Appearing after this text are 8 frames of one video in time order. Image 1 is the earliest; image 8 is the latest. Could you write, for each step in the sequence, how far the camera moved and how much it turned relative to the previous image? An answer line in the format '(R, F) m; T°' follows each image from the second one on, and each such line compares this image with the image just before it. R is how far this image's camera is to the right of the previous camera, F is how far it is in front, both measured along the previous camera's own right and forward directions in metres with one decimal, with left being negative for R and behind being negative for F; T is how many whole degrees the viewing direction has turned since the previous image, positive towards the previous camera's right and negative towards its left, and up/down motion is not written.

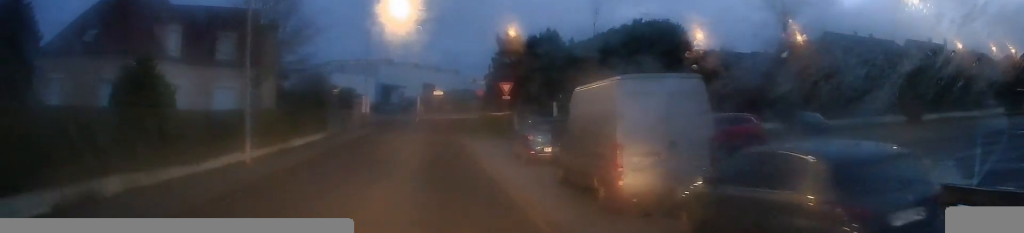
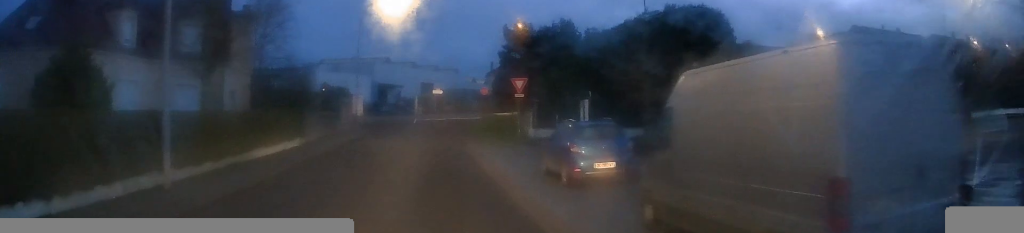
(-0.3, +5.9) m; -1°
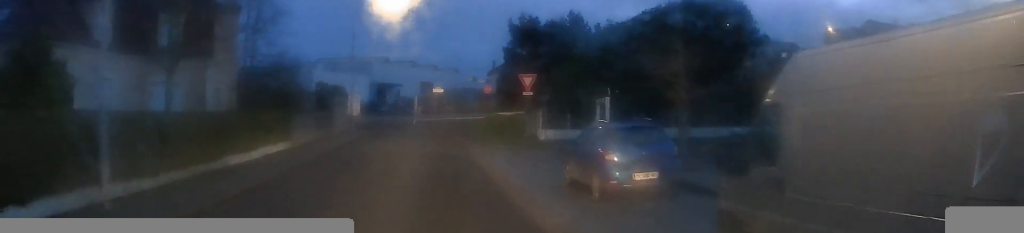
(0.0, +2.6) m; +2°
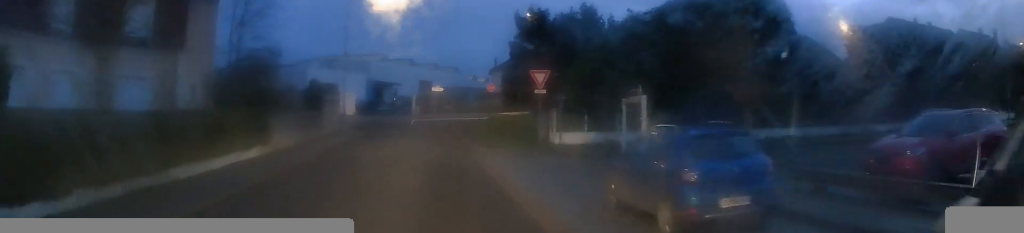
(+0.2, +3.5) m; +1°
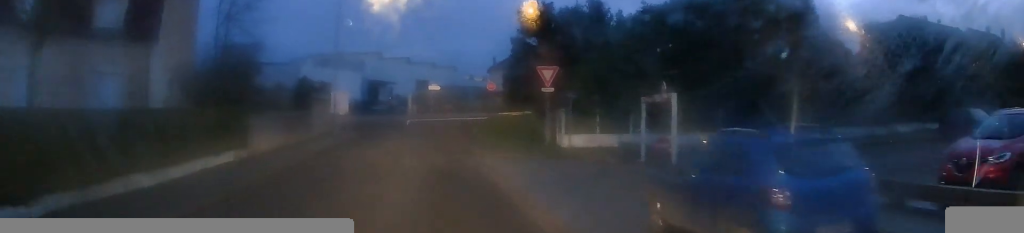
(-0.1, +2.4) m; -1°
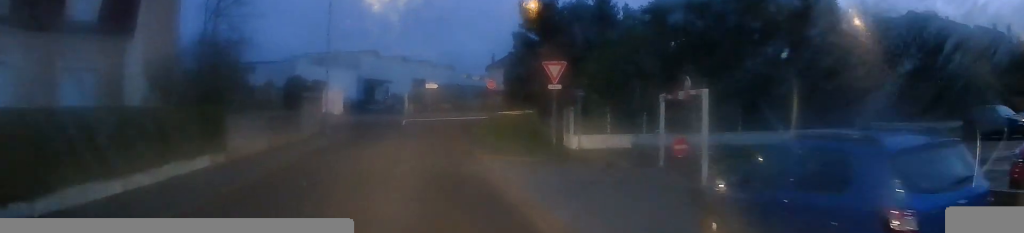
(0.0, +1.8) m; -1°
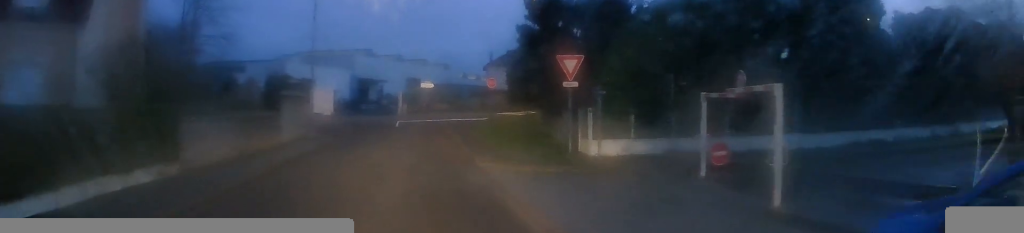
(0.0, +3.2) m; 0°
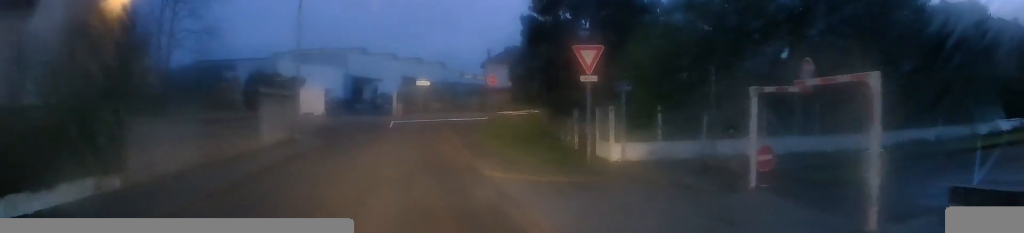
(0.0, +2.4) m; 0°
